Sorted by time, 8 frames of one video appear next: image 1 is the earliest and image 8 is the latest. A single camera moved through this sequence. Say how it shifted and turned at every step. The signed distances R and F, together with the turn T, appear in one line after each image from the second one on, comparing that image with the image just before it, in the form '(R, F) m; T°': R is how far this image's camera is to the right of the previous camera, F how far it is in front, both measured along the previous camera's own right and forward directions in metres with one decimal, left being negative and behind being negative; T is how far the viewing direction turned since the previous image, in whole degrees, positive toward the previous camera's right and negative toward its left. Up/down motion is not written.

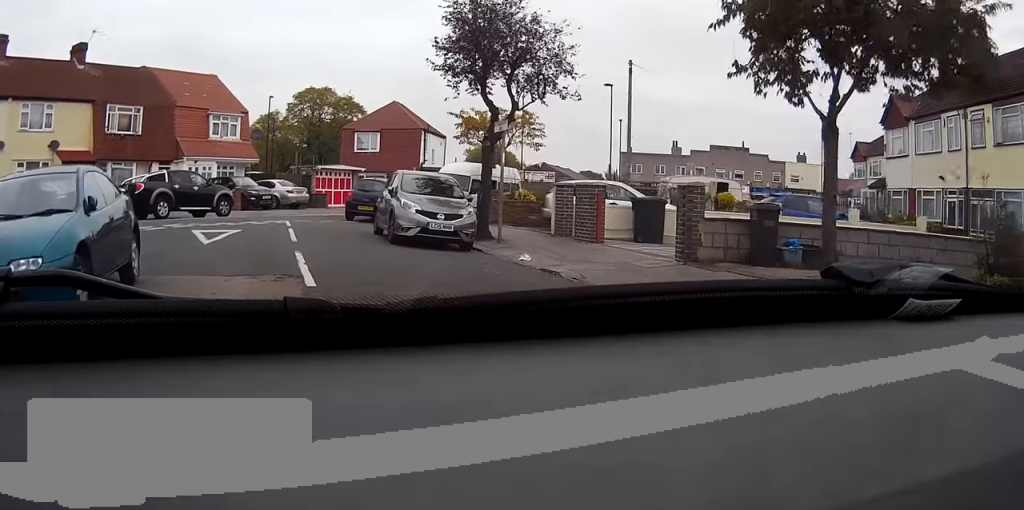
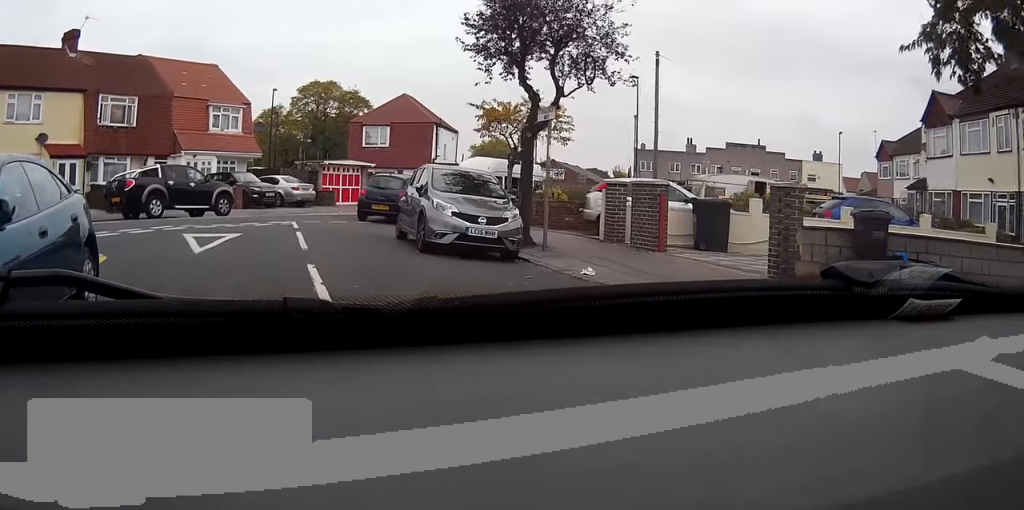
(0.0, +2.5) m; 0°
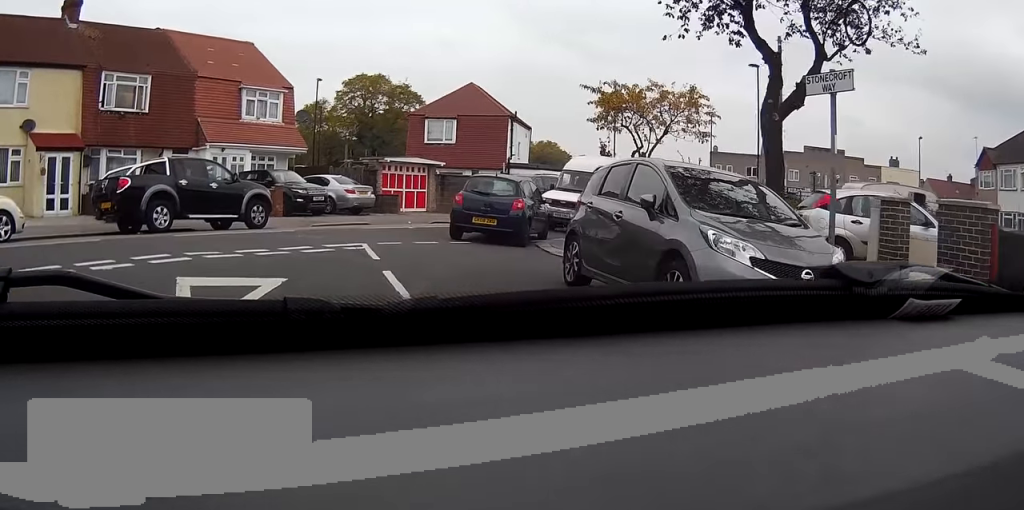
(-0.1, +6.7) m; -3°
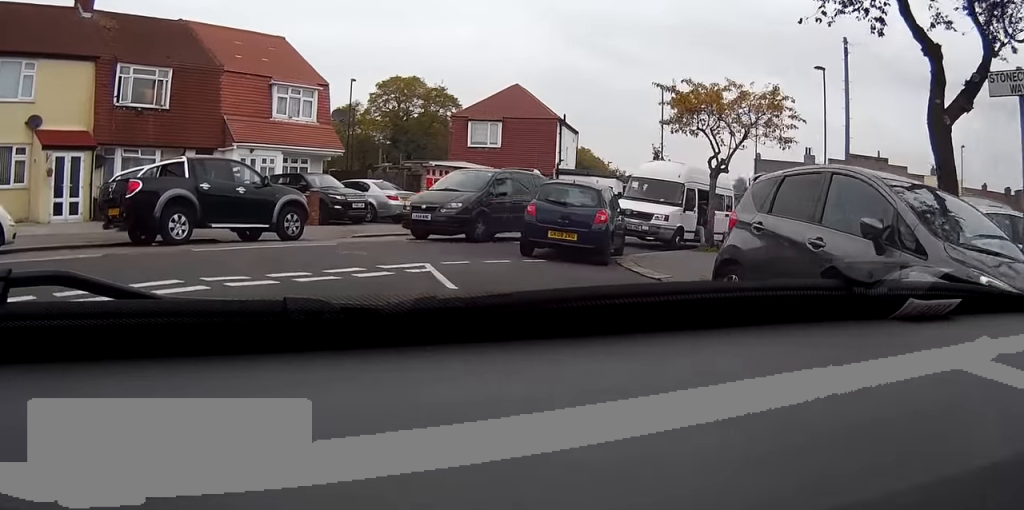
(-0.1, +2.2) m; -3°
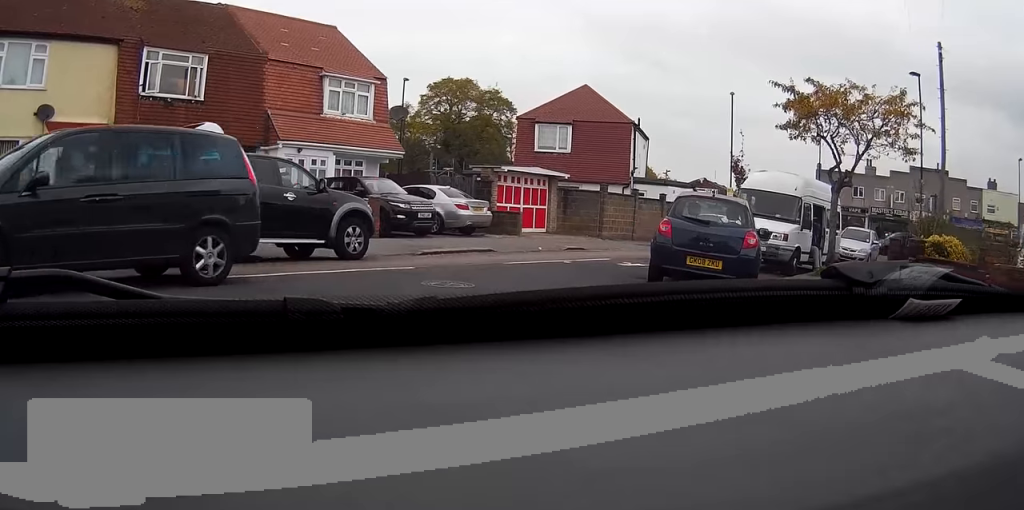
(-0.1, +2.8) m; -2°
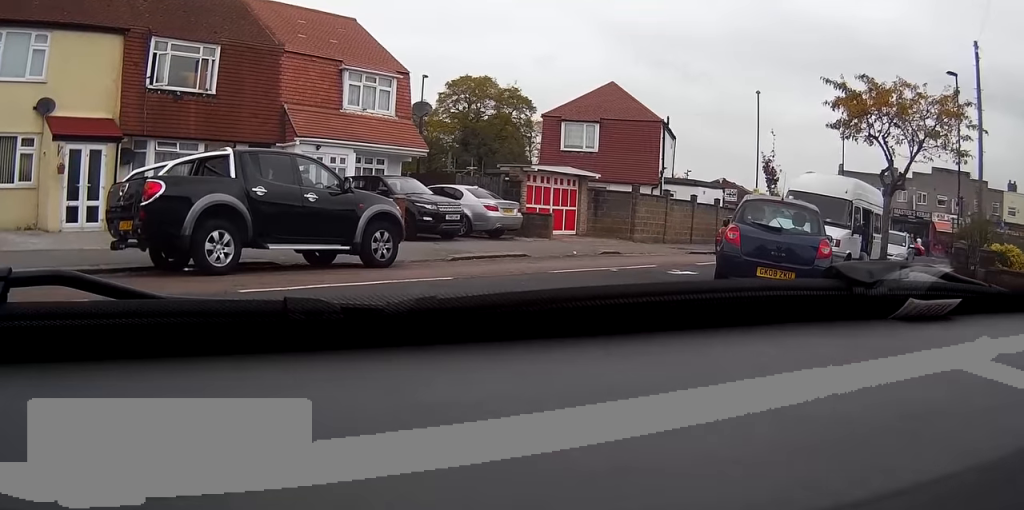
(0.0, +1.0) m; 0°
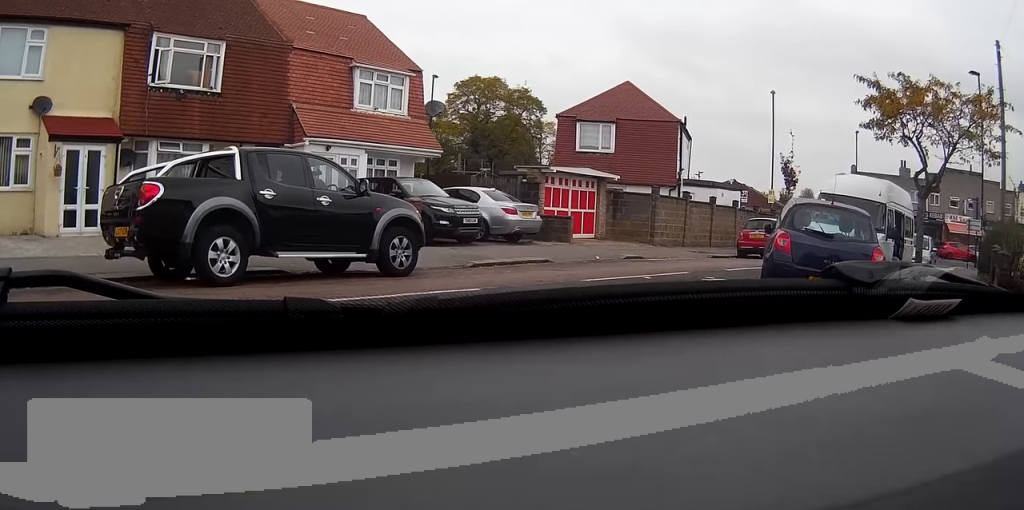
(0.0, +0.7) m; 0°
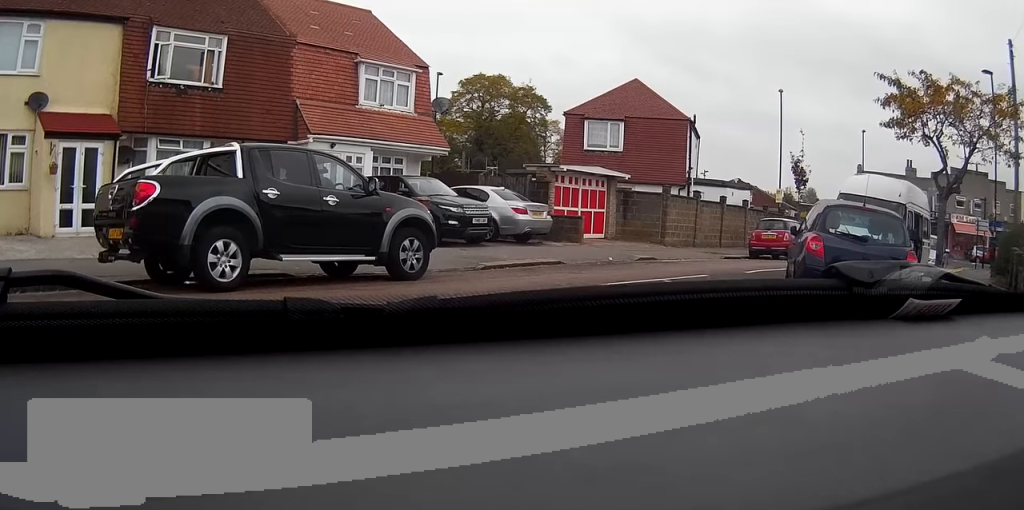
(-0.1, +0.5) m; 0°
